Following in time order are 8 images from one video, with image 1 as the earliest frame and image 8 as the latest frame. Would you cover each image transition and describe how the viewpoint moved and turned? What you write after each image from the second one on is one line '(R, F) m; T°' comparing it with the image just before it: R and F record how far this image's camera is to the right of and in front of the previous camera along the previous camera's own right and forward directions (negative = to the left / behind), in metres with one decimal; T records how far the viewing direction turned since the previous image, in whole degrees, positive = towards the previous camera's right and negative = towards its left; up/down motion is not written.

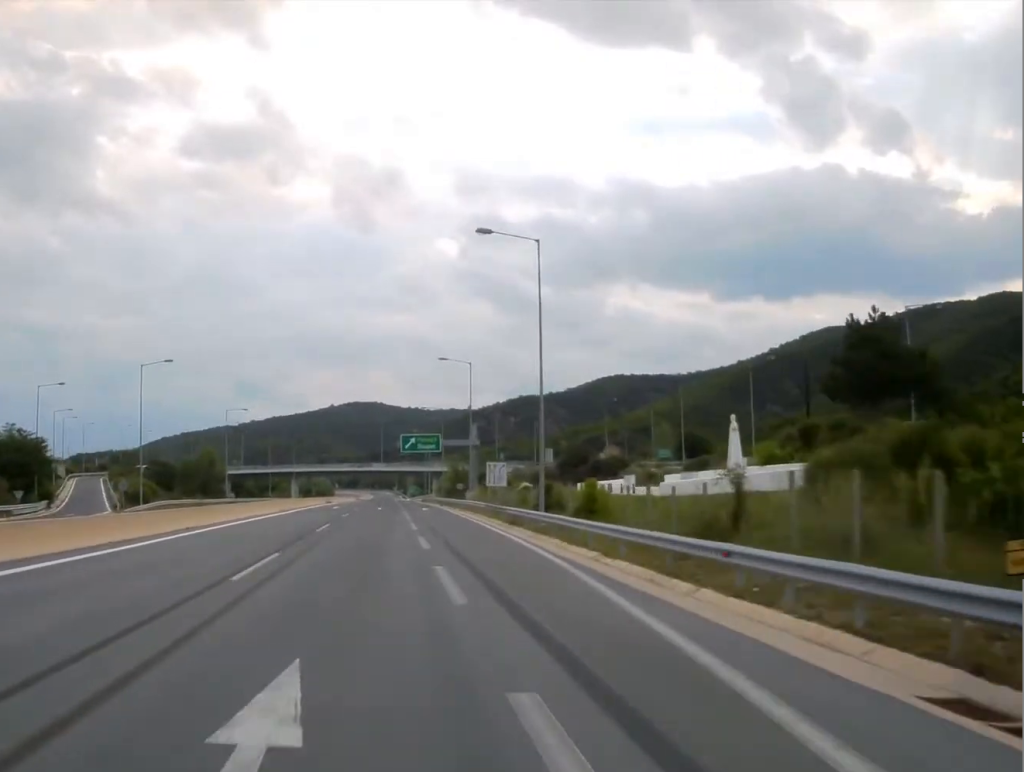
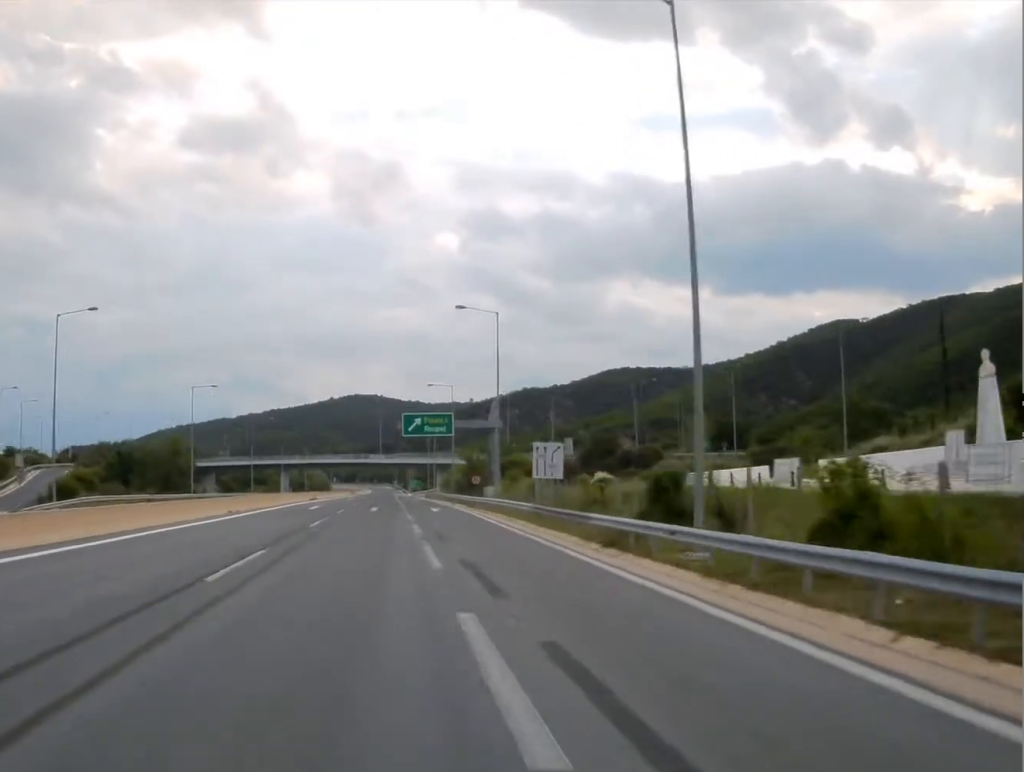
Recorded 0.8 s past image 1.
(-0.1, +19.4) m; 0°
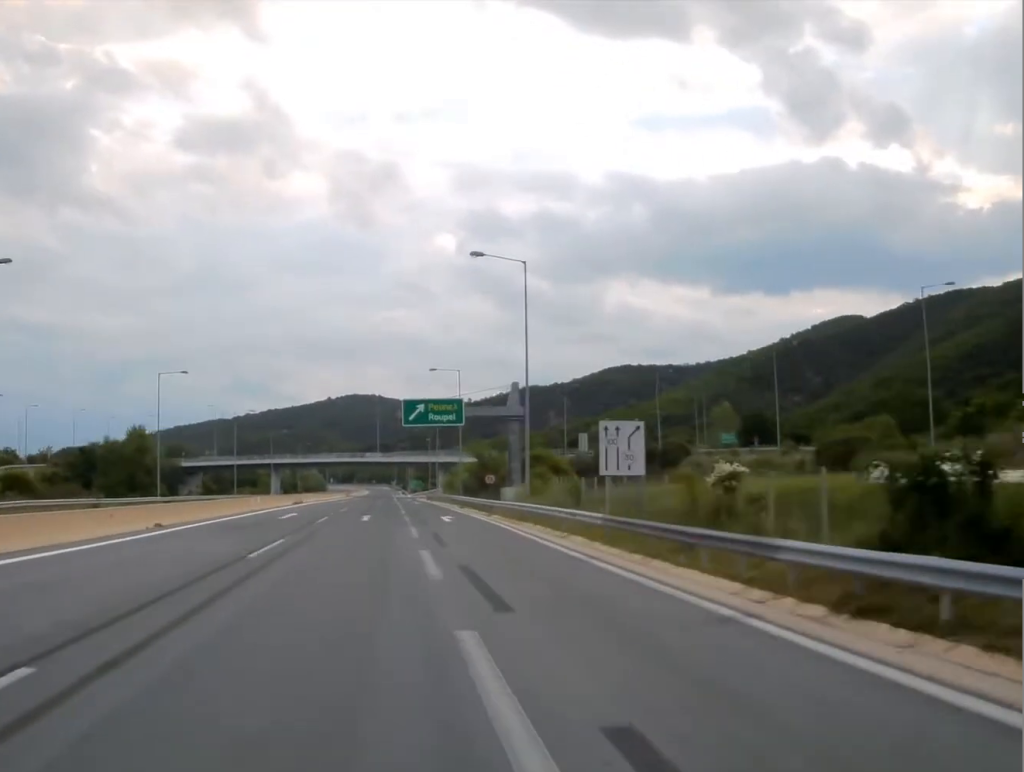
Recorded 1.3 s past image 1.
(0.0, +13.3) m; 0°
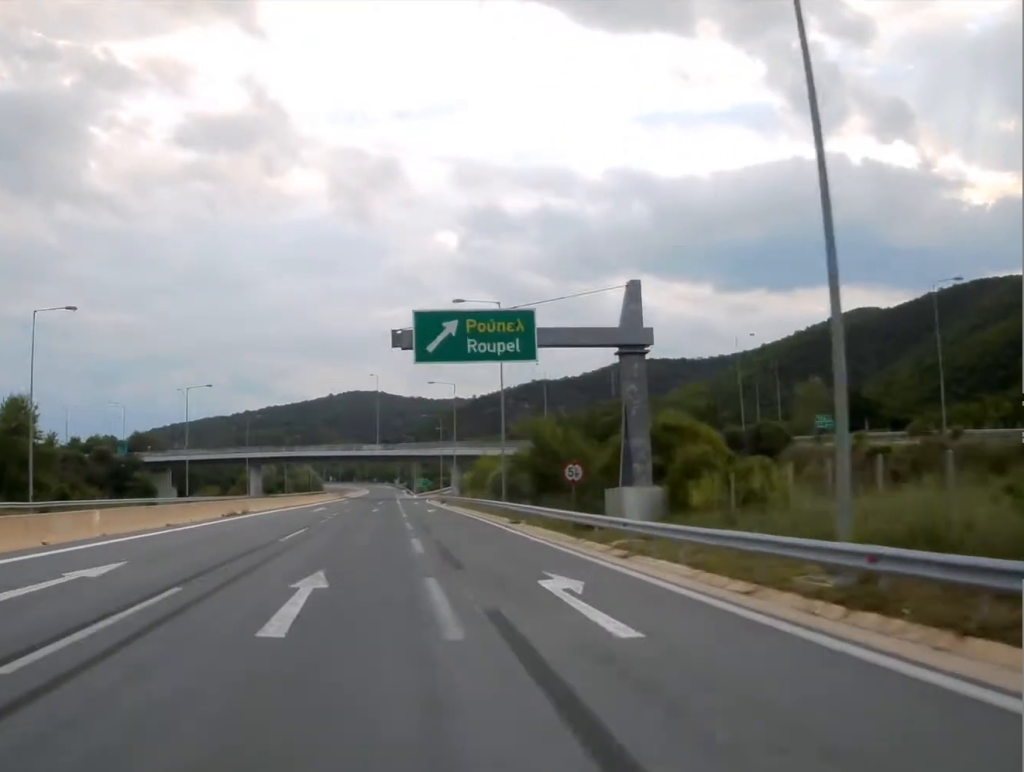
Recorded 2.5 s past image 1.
(+0.3, +28.9) m; 0°
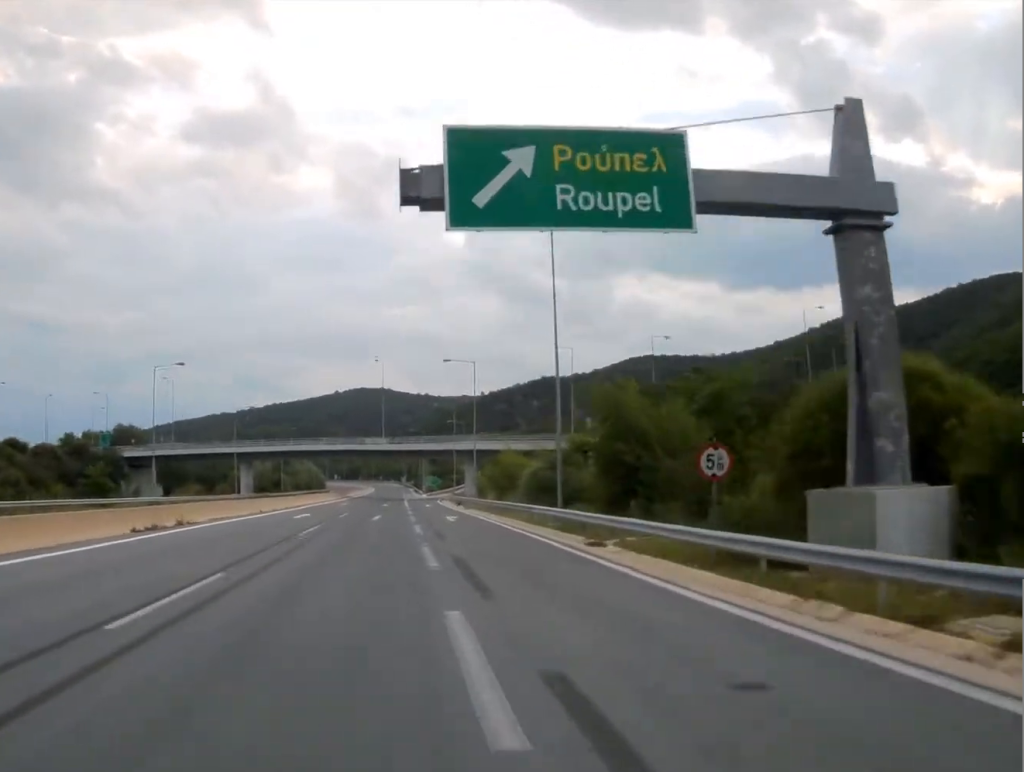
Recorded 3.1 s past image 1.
(-0.1, +15.6) m; 0°
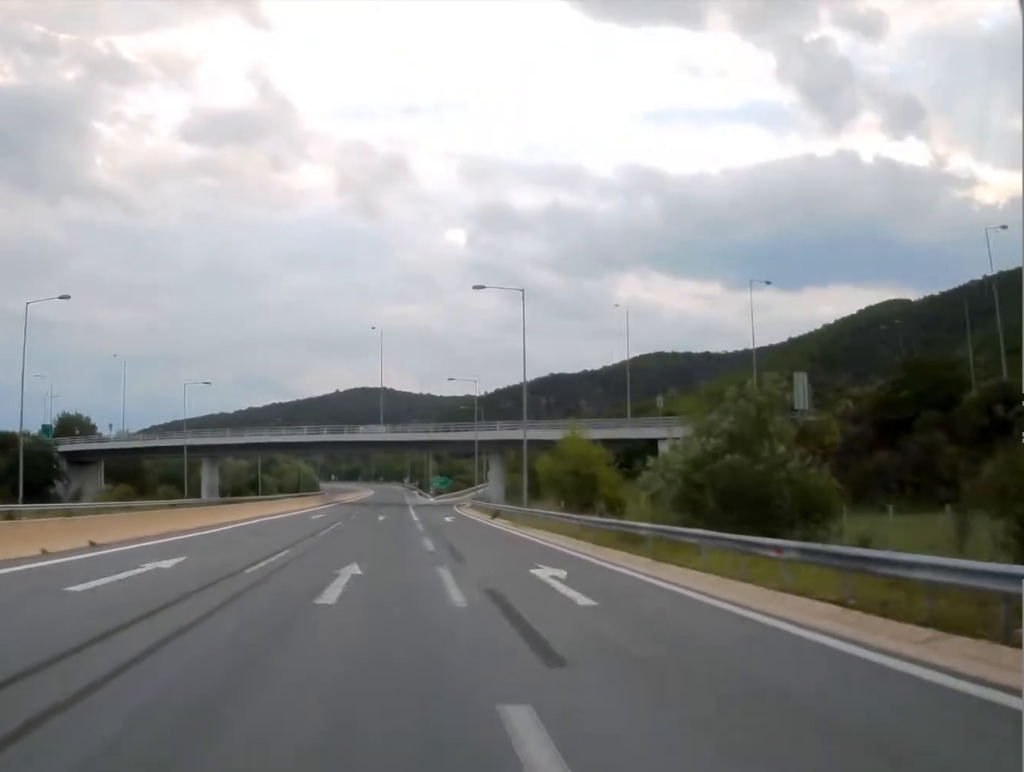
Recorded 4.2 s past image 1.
(0.0, +27.1) m; 0°
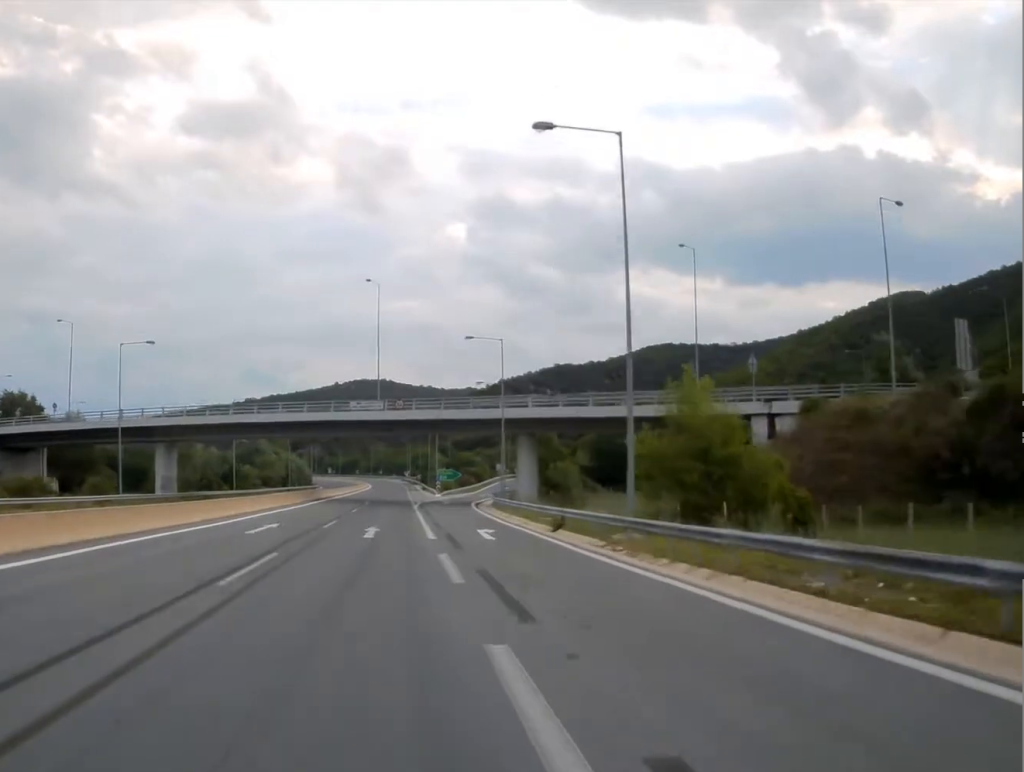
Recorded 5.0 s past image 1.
(-0.1, +20.6) m; 0°
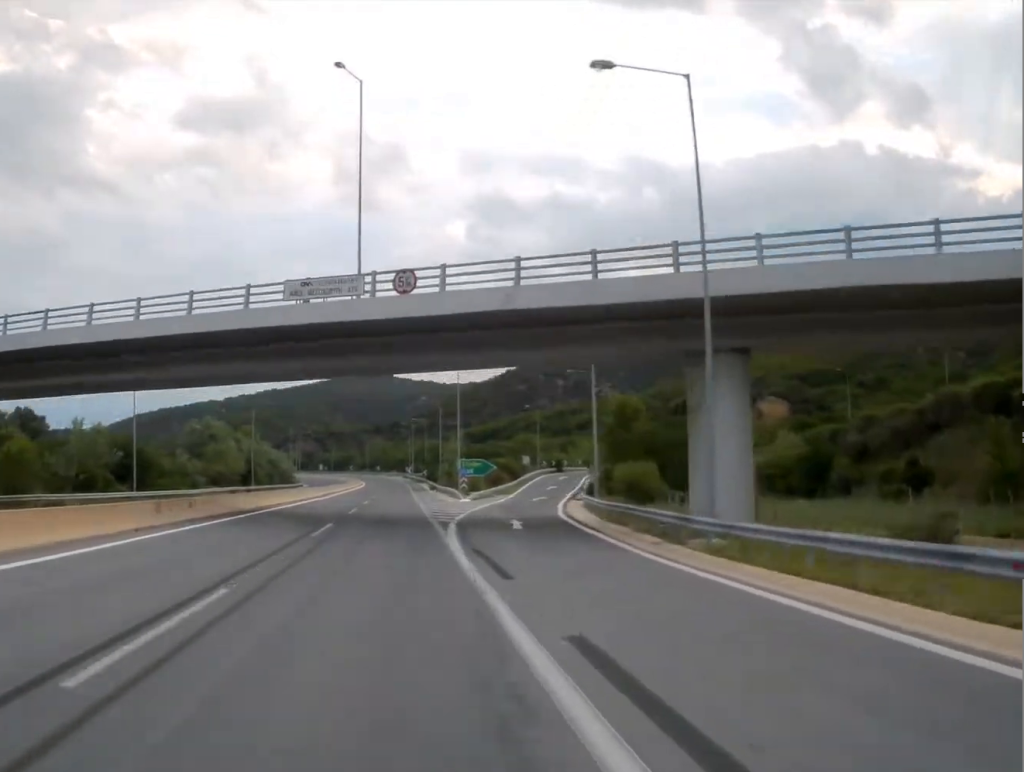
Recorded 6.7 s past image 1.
(-0.3, +42.2) m; -1°
